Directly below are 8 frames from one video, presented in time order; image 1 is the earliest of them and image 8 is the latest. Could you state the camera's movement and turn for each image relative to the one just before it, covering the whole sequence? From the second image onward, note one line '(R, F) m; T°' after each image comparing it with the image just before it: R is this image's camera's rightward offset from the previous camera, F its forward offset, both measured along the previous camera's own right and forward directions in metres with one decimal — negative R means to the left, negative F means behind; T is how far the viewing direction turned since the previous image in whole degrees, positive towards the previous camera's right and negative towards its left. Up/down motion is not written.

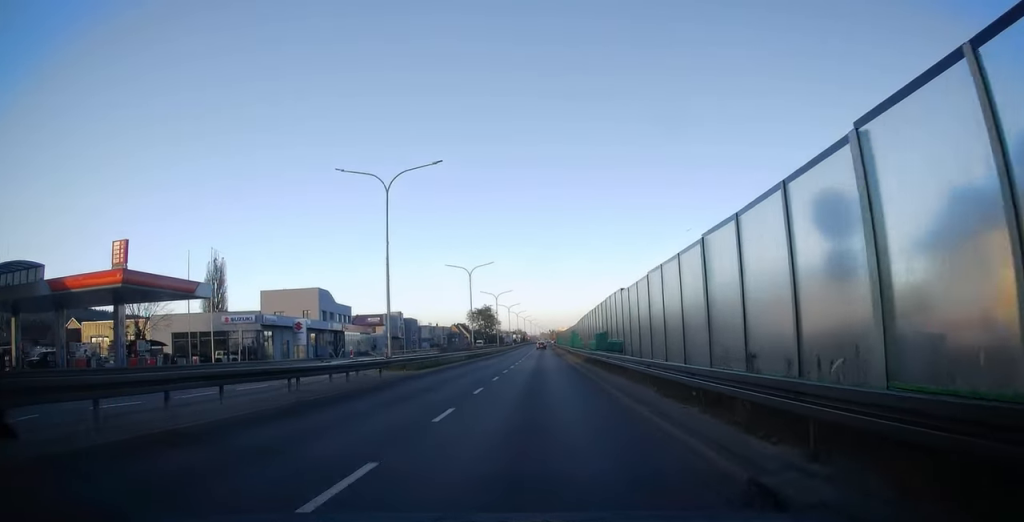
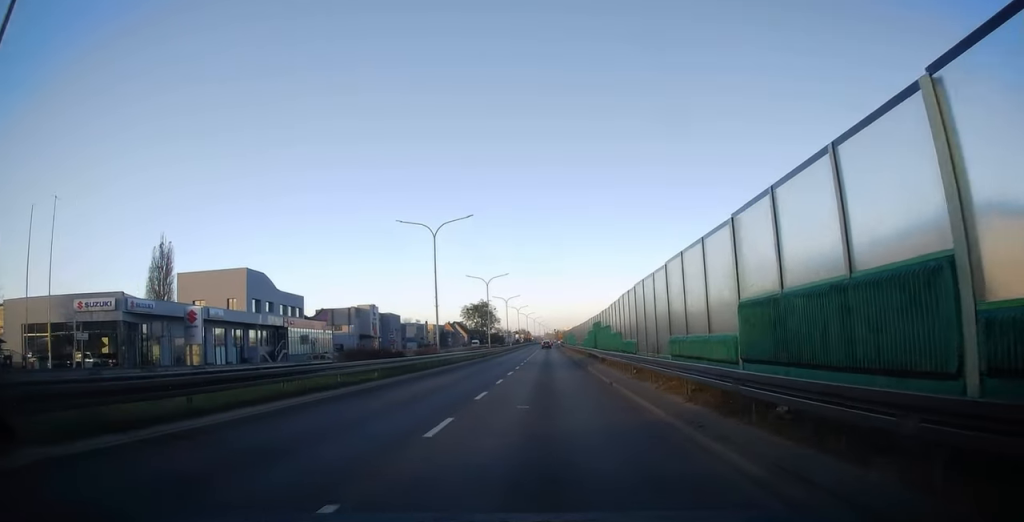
(-0.1, +25.9) m; 0°
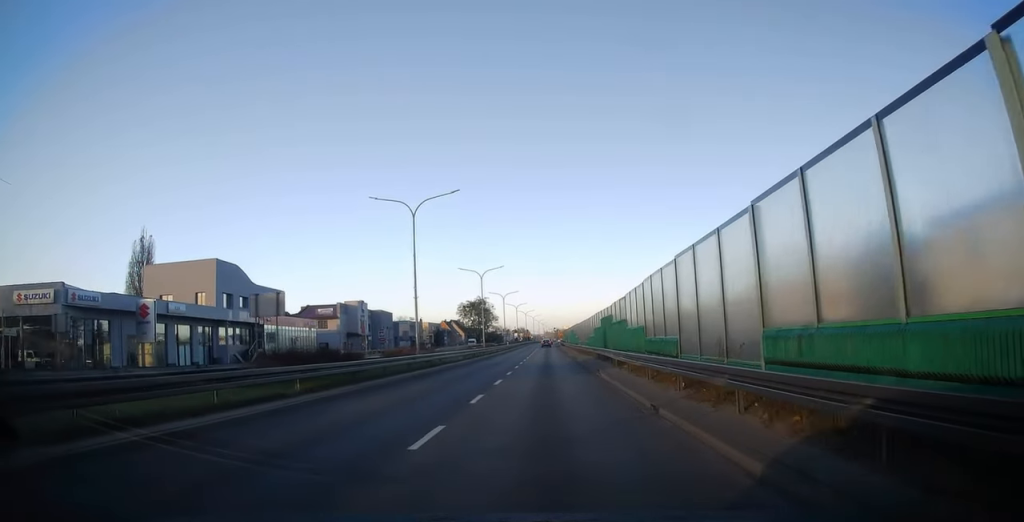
(0.0, +7.2) m; 0°
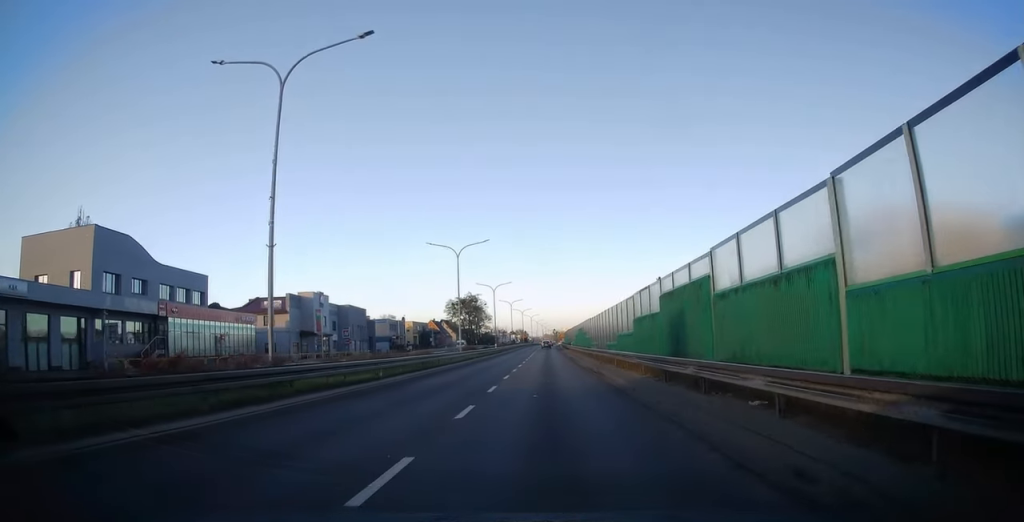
(-0.2, +20.7) m; -1°
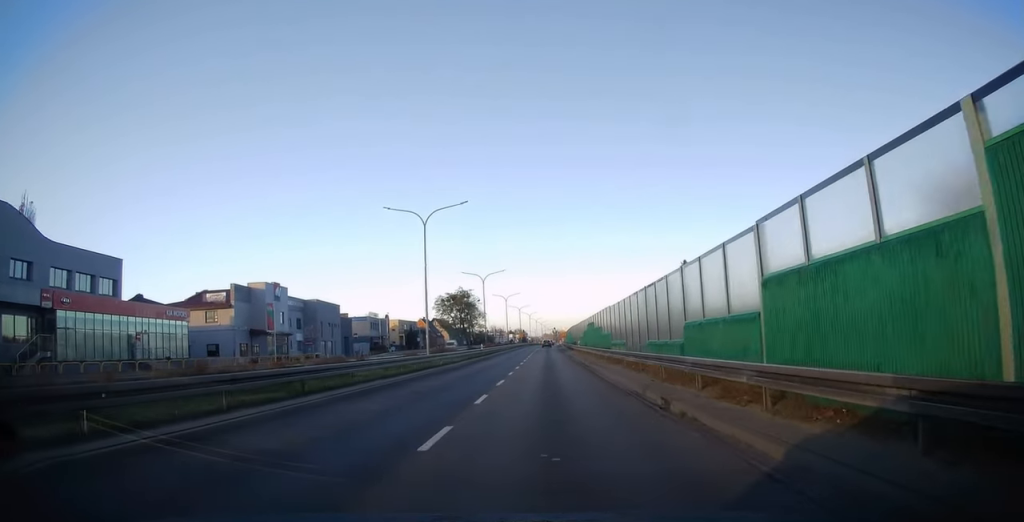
(-0.1, +15.4) m; 0°
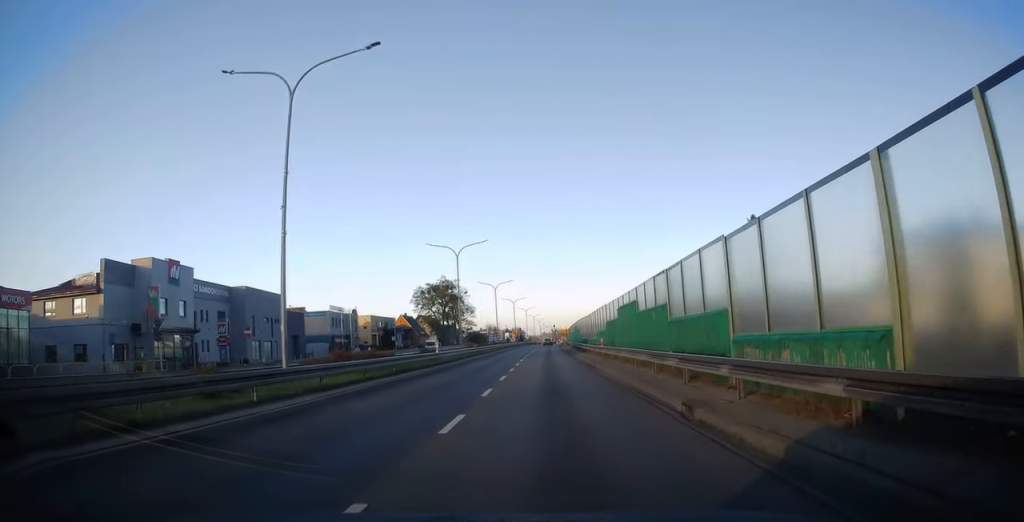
(+0.4, +22.9) m; +1°
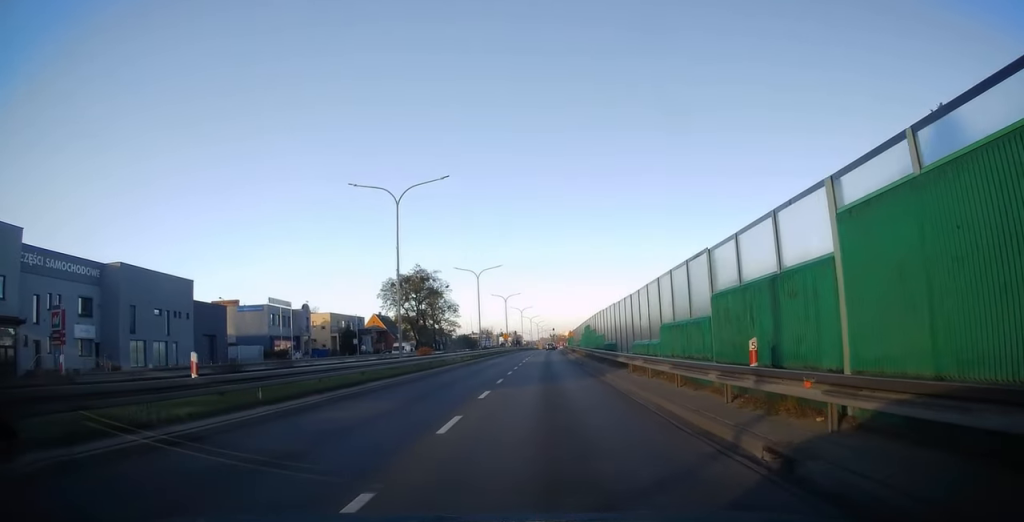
(0.0, +23.6) m; 0°
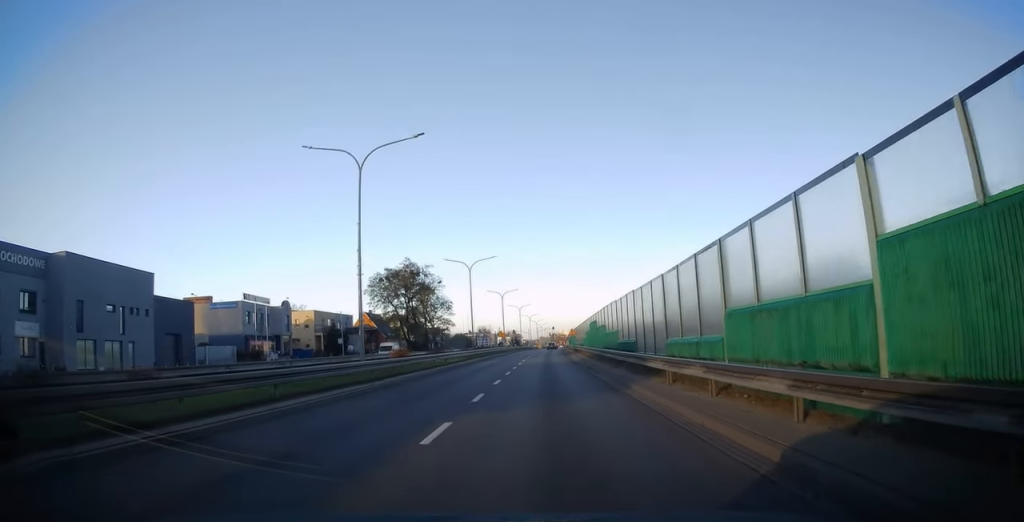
(0.0, +7.1) m; 0°
